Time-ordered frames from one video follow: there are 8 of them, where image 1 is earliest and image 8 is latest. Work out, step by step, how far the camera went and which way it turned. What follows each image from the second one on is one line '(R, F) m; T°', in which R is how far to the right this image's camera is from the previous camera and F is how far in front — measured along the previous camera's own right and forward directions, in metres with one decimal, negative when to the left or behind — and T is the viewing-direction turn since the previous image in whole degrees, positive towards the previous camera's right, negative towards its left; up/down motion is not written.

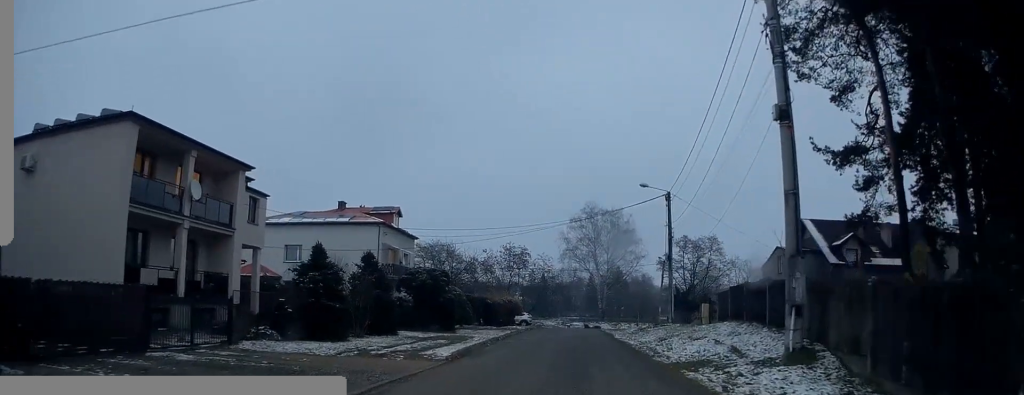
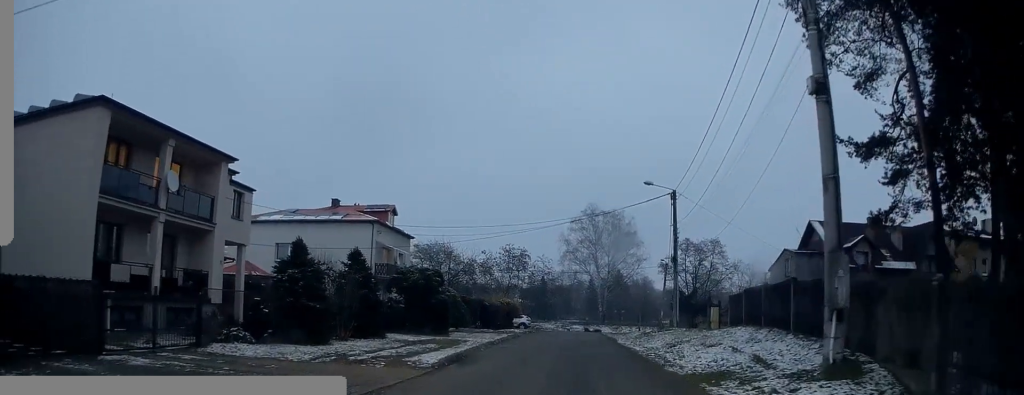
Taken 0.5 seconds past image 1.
(+0.1, +1.8) m; 0°
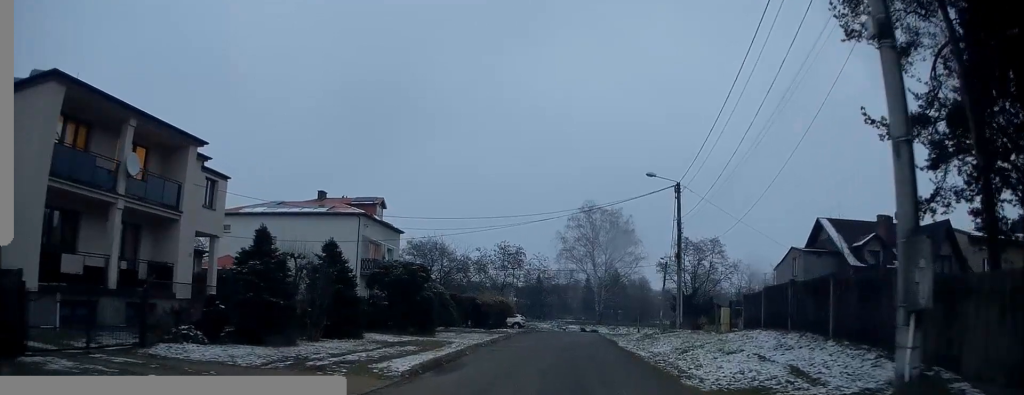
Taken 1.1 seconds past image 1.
(+0.3, +2.4) m; 0°
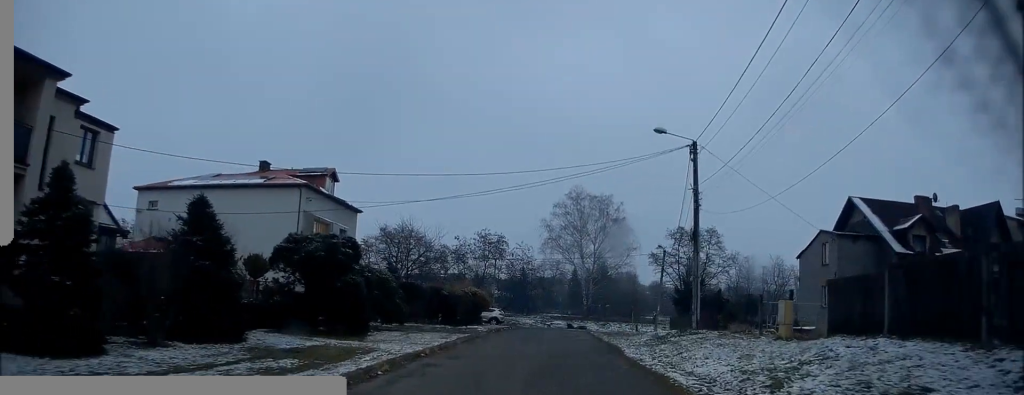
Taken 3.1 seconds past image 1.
(0.0, +7.9) m; 0°
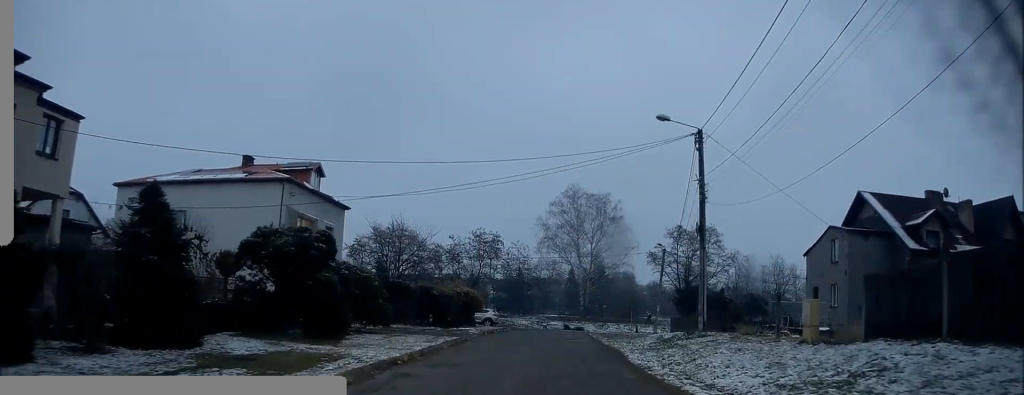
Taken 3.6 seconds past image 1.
(-0.2, +1.9) m; 0°
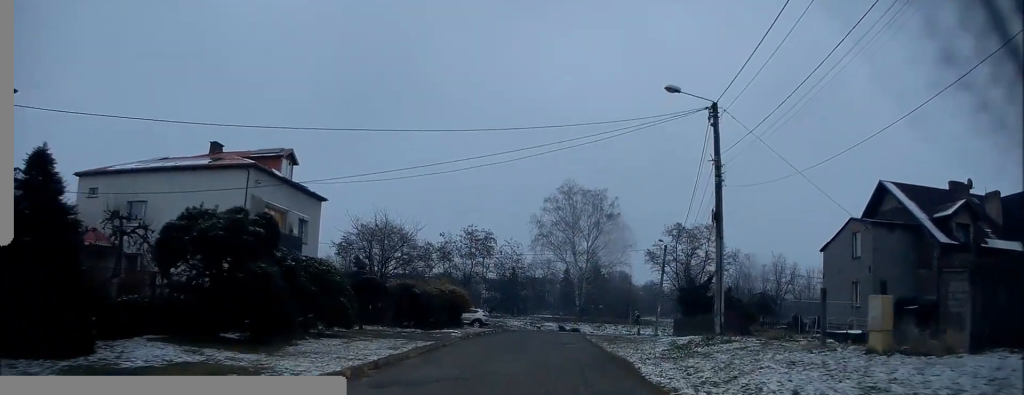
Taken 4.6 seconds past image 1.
(0.0, +3.6) m; +3°
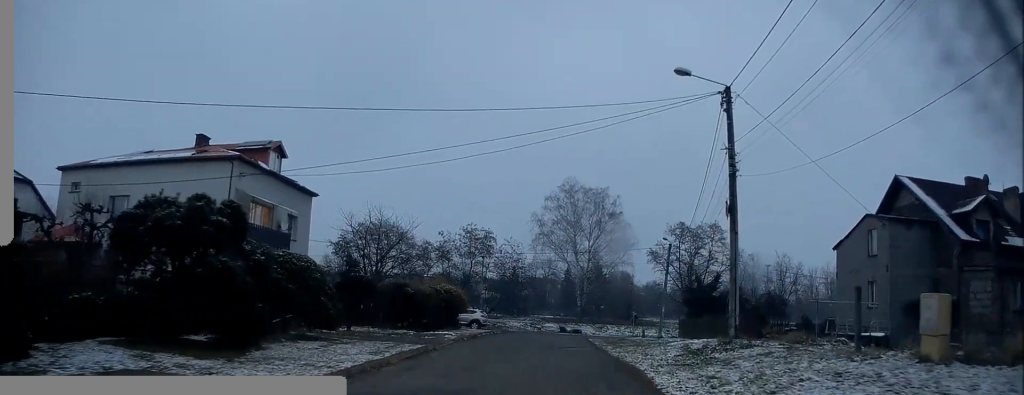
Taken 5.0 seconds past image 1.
(+0.1, +1.8) m; +3°
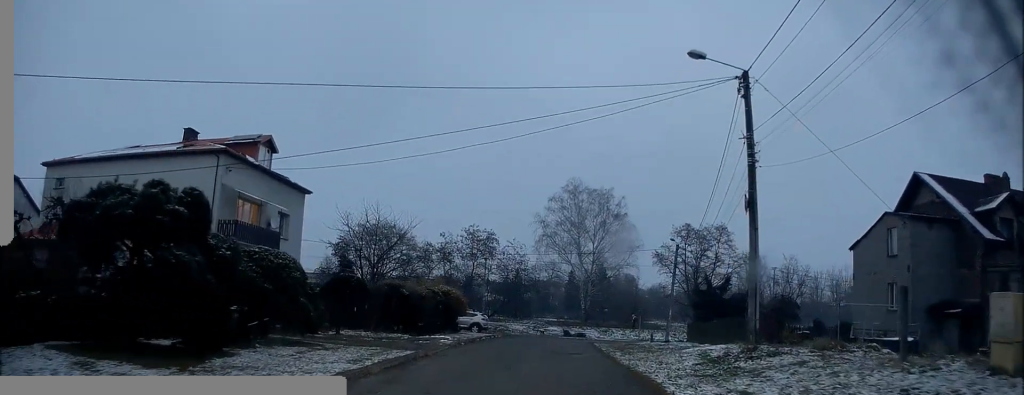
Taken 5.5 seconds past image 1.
(0.0, +1.8) m; -2°
